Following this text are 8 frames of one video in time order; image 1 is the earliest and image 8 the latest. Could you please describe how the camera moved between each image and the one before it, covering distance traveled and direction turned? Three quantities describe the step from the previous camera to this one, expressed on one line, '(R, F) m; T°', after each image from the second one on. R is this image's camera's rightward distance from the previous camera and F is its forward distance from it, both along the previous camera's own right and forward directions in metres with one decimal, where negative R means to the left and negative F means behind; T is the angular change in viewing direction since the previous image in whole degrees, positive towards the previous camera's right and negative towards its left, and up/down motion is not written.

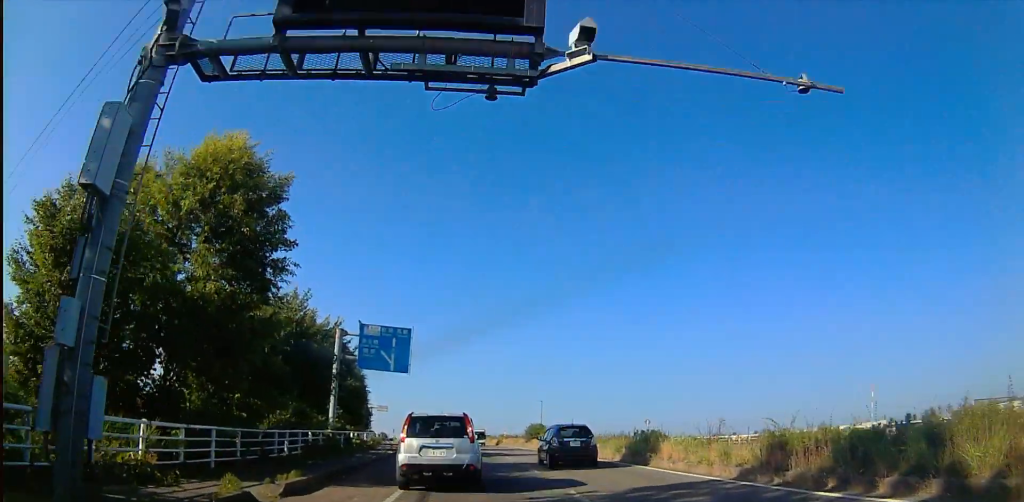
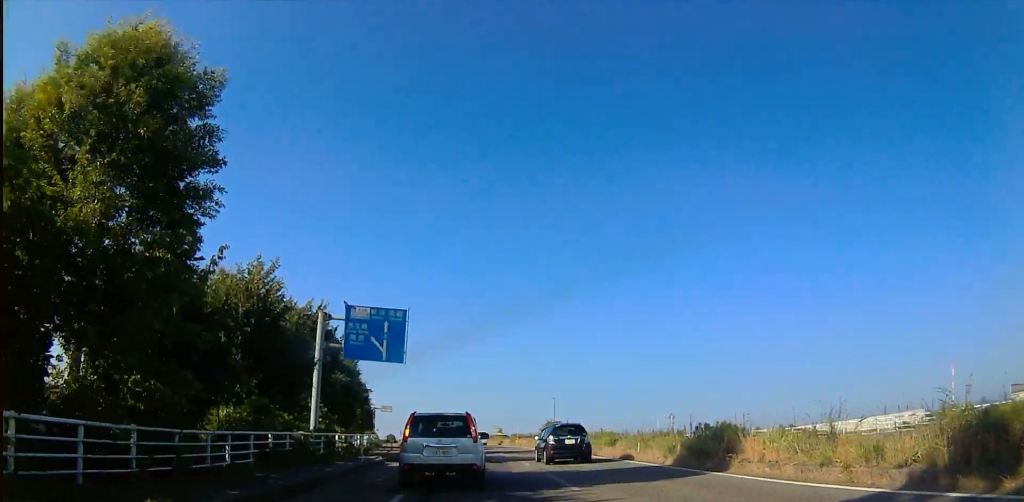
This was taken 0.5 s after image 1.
(0.0, +6.8) m; +1°
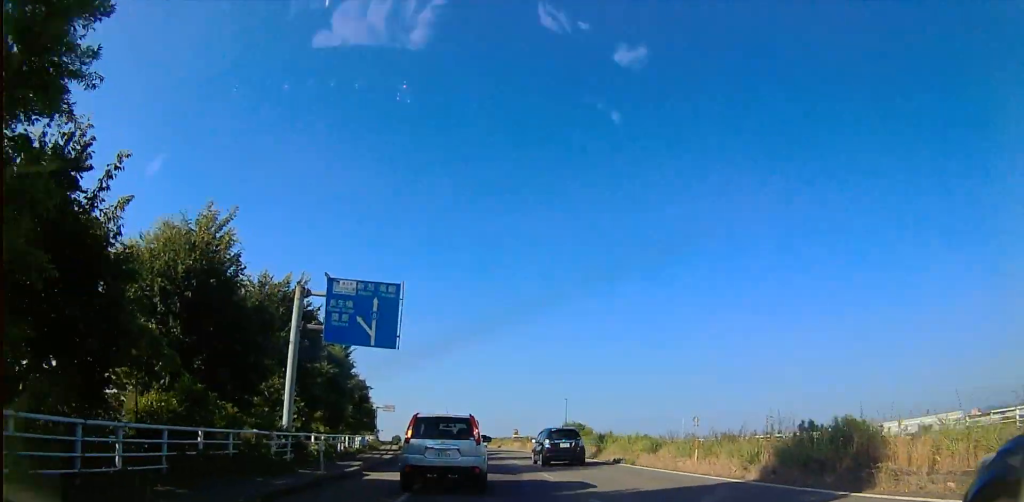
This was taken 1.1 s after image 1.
(0.0, +6.3) m; +1°
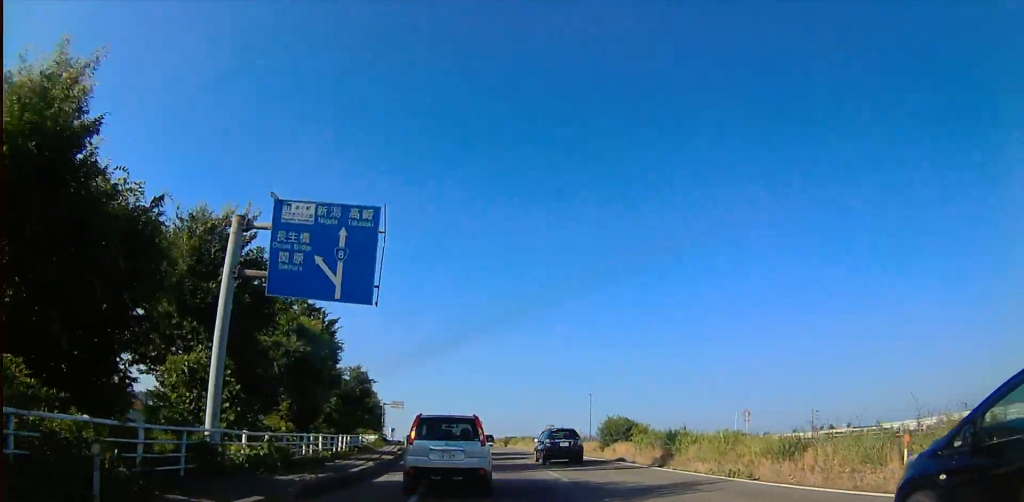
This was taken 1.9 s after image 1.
(+0.3, +9.8) m; +2°
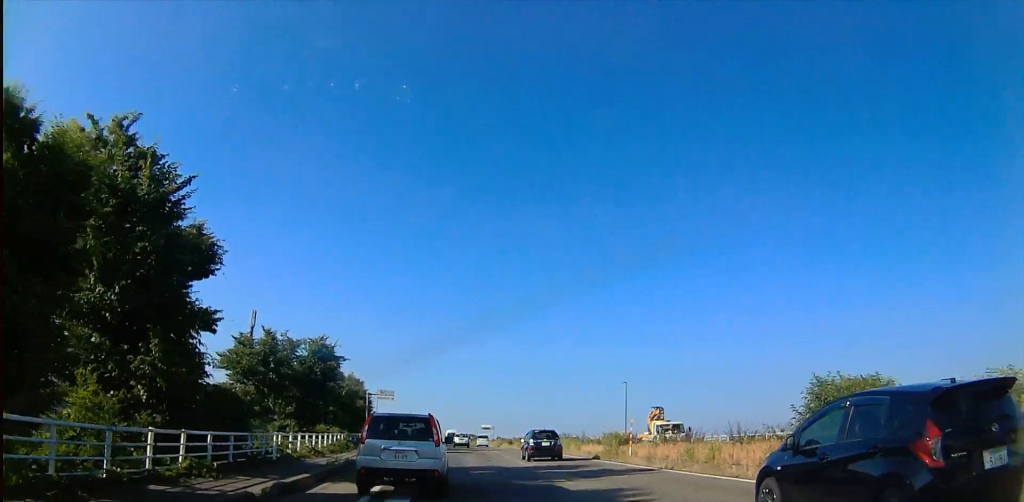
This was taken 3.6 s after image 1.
(0.0, +20.9) m; -3°
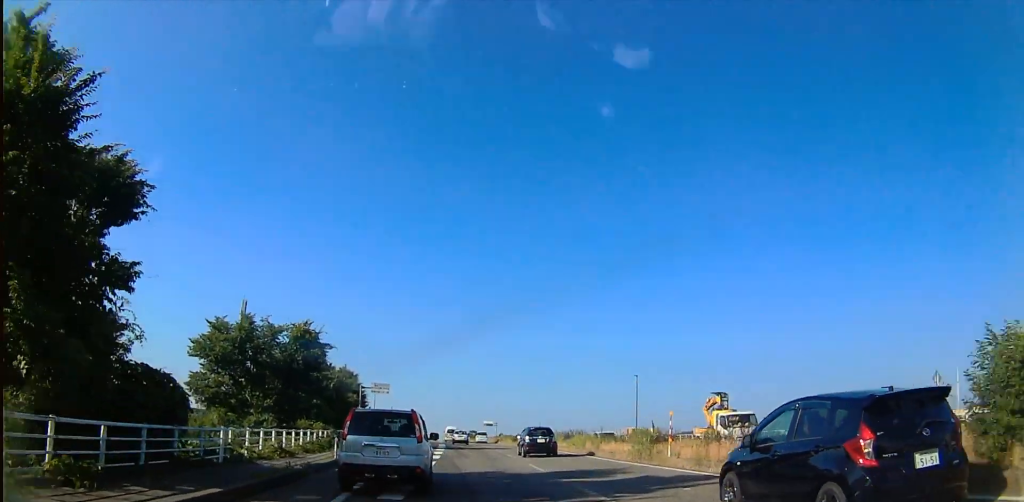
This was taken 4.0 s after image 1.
(+0.1, +5.4) m; -1°
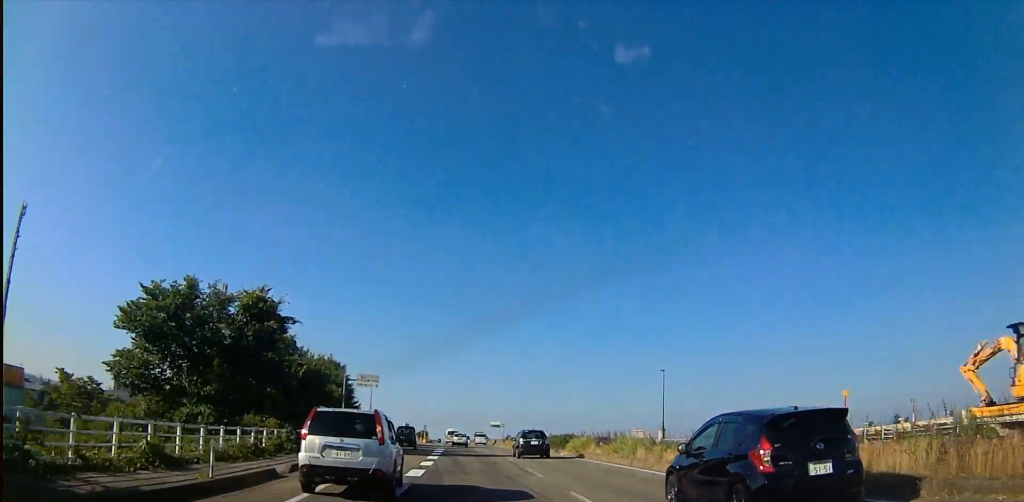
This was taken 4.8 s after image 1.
(-0.7, +10.7) m; 0°
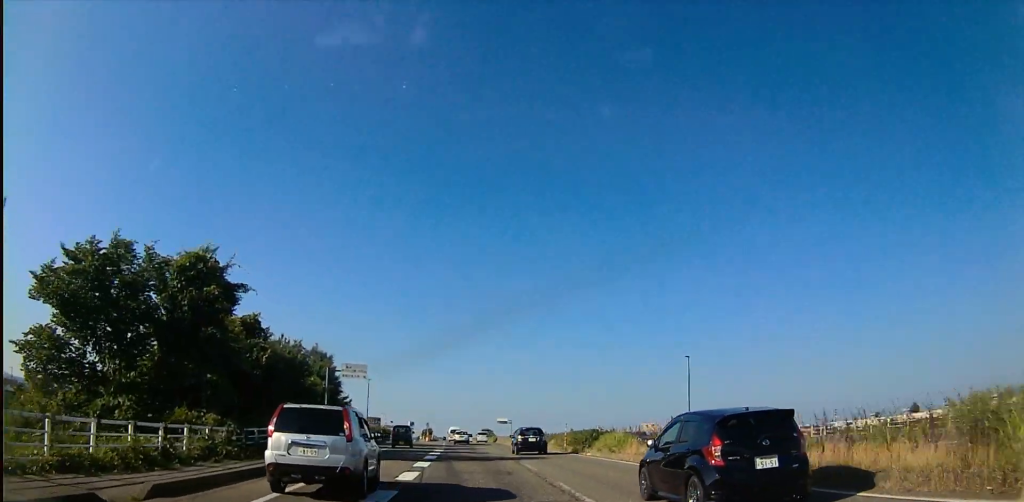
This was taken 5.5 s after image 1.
(+0.4, +8.1) m; 0°
